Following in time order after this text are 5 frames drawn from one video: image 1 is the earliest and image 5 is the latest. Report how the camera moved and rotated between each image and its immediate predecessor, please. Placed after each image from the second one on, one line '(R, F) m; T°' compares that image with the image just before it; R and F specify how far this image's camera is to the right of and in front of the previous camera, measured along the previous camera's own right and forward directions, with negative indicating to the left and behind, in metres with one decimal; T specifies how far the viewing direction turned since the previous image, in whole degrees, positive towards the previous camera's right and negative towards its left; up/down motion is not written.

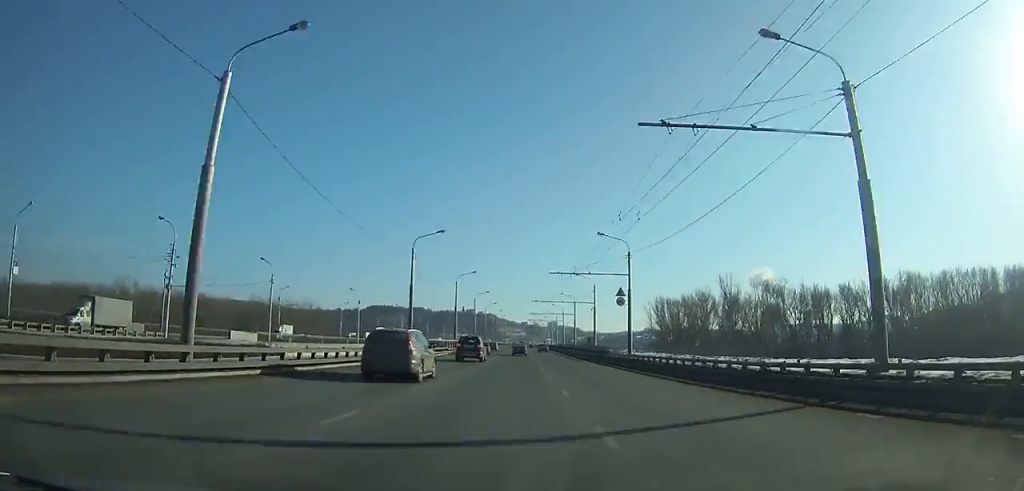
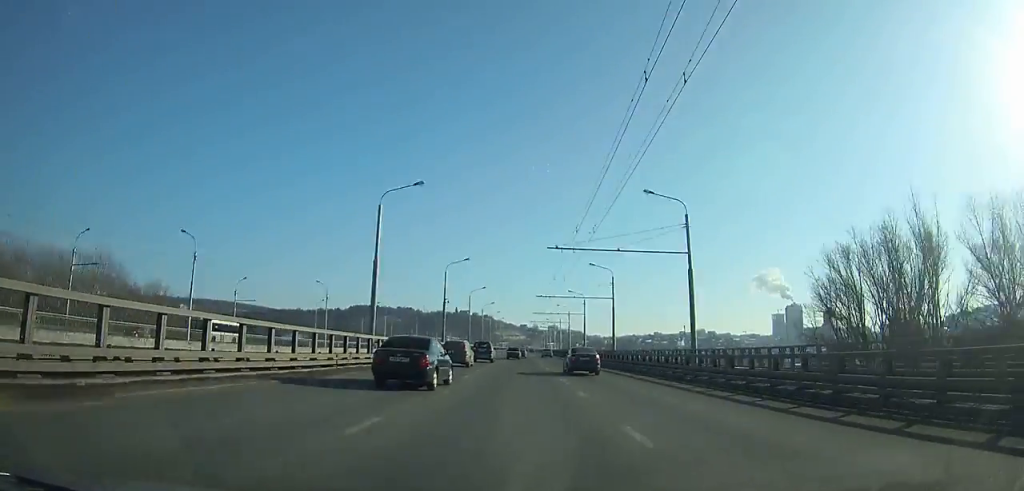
(+0.3, +103.7) m; 0°
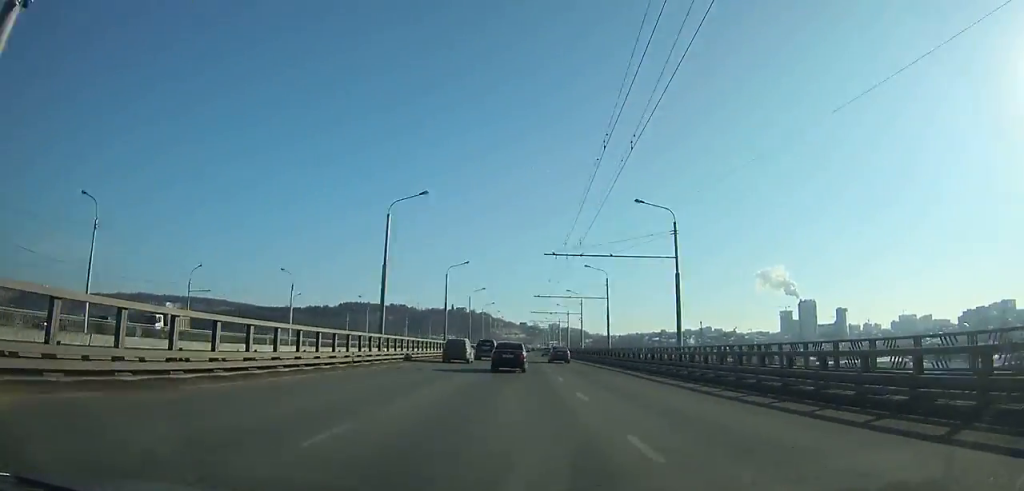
(+0.2, +57.5) m; 0°
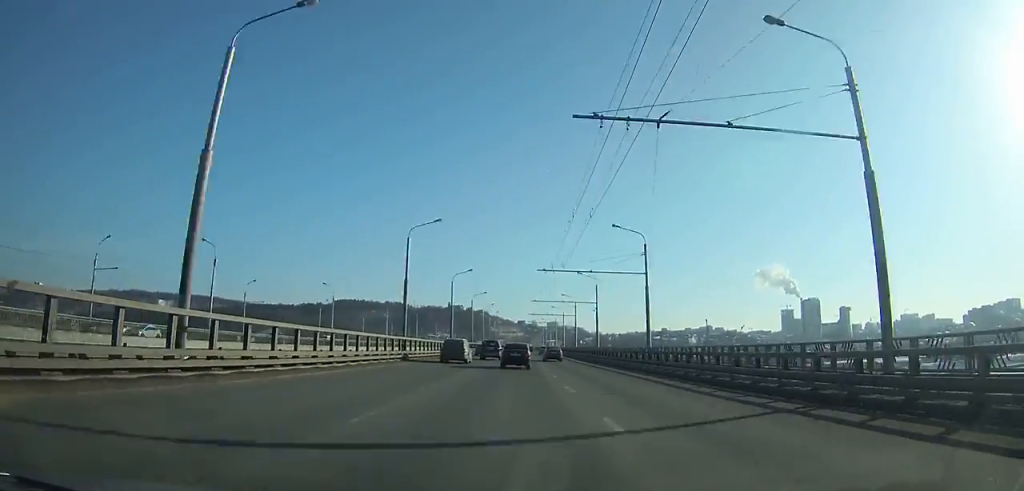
(+0.1, +21.9) m; 0°
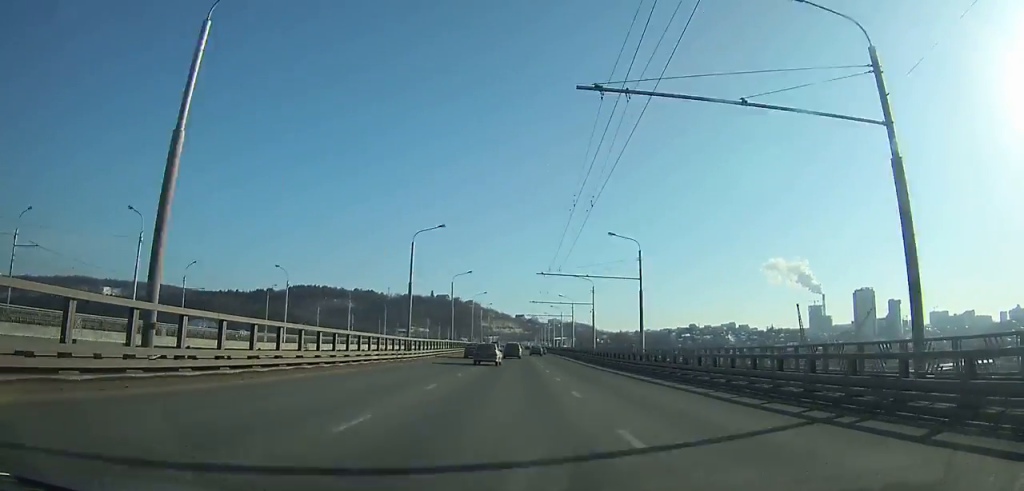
(-0.2, +179.3) m; 0°
